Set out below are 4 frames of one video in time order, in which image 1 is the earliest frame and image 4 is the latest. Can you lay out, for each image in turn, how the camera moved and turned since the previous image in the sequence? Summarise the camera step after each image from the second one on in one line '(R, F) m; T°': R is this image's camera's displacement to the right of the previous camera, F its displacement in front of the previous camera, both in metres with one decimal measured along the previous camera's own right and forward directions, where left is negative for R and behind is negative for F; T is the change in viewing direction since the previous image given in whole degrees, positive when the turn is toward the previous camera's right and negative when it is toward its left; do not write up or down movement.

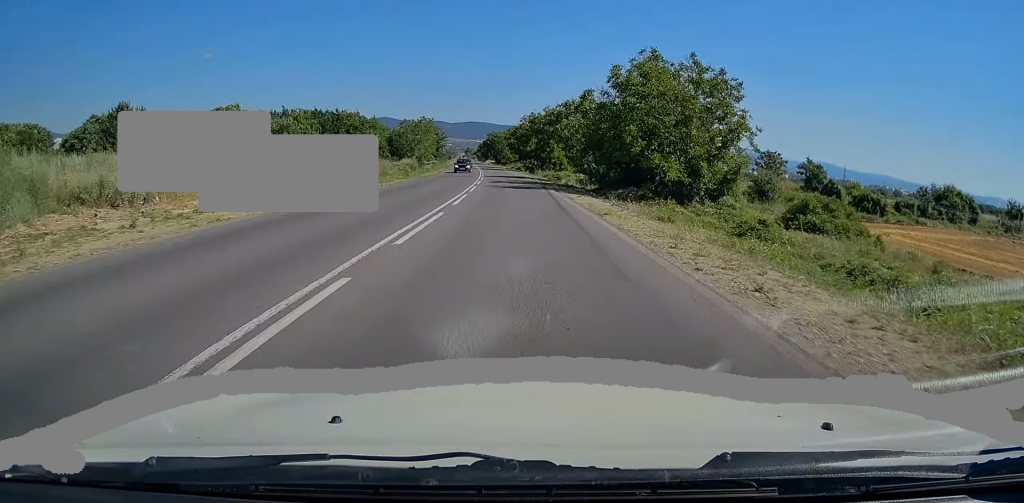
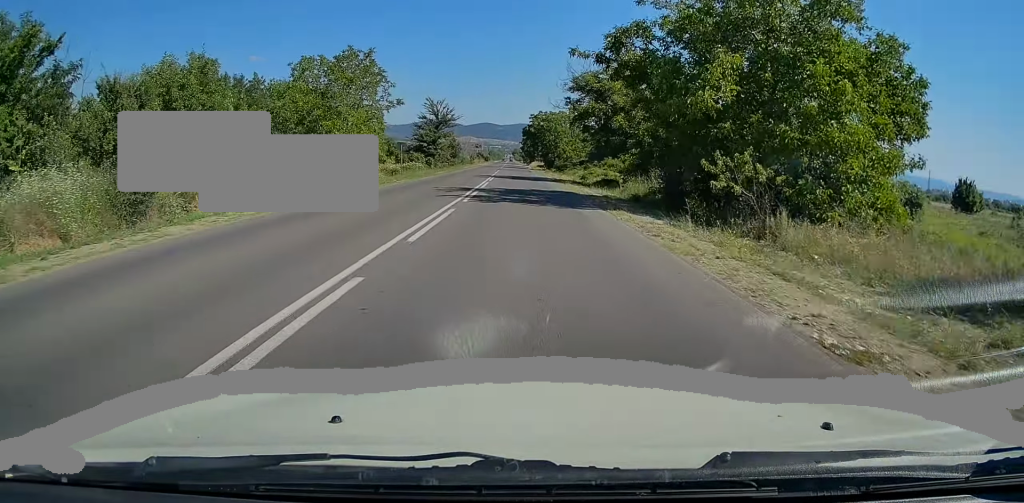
(-2.6, +72.2) m; -4°
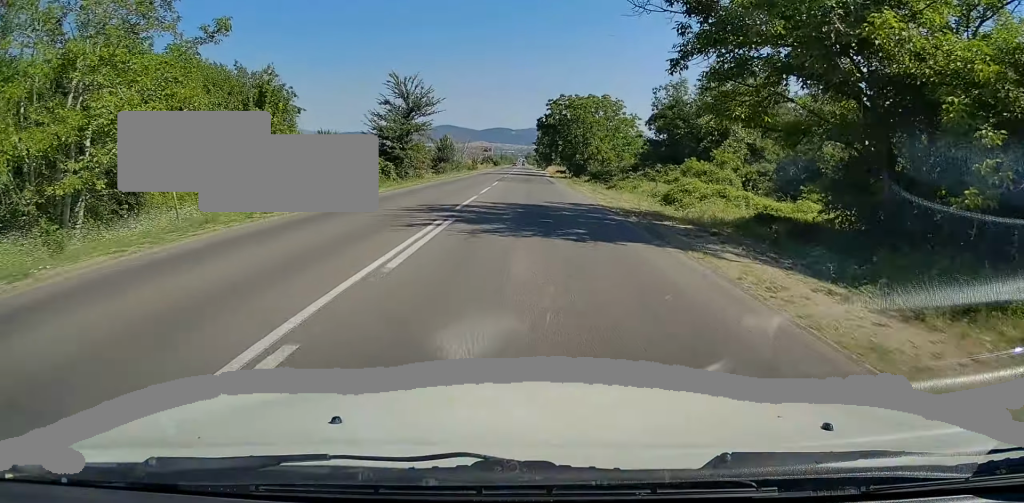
(-0.4, +29.5) m; -2°
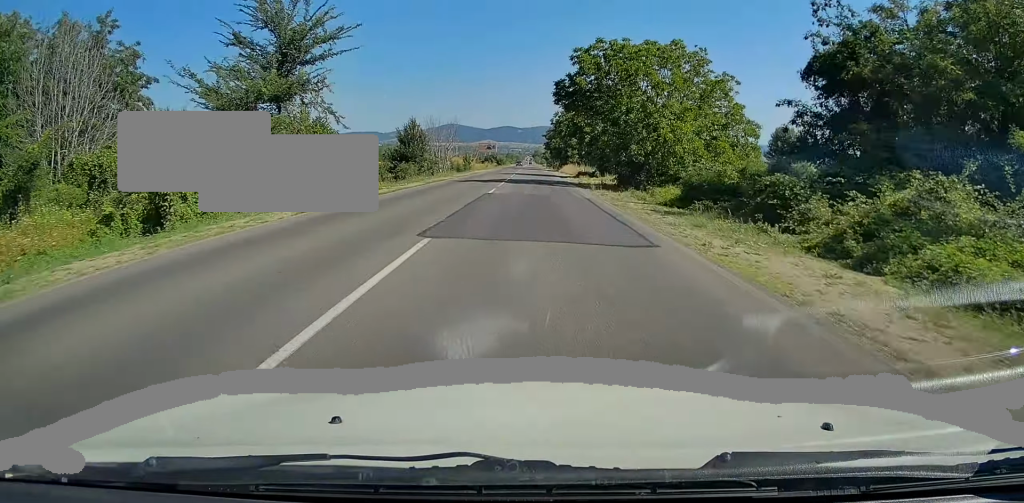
(-0.4, +30.5) m; -1°
